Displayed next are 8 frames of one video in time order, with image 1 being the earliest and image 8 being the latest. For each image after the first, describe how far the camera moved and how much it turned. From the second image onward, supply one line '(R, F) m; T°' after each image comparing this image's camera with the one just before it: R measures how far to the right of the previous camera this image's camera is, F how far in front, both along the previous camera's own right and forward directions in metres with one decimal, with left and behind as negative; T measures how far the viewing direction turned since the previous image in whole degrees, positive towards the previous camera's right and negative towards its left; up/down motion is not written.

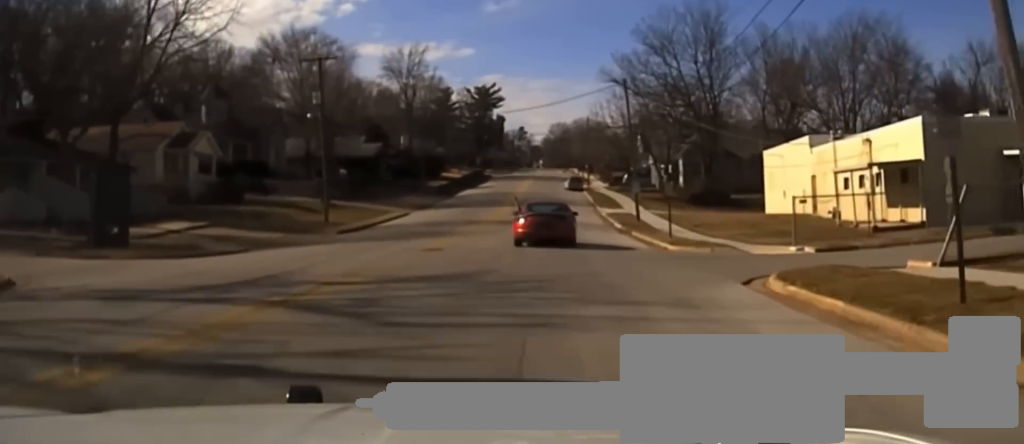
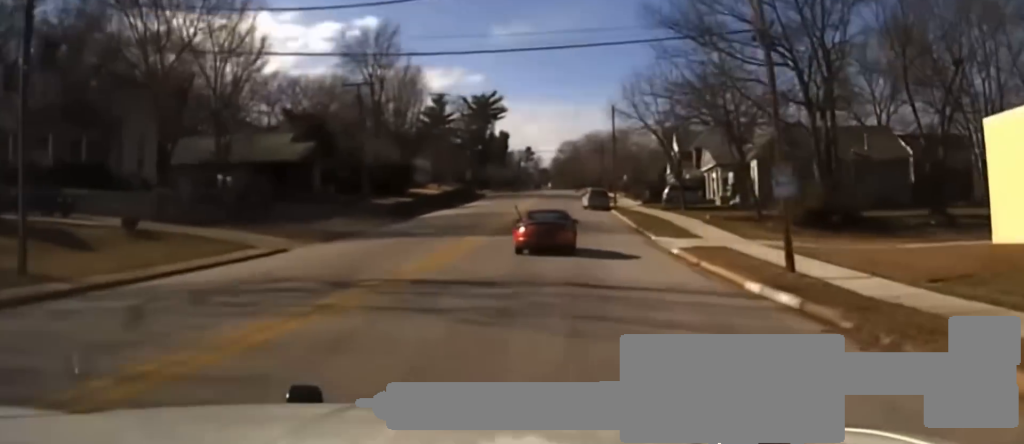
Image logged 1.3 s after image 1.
(-0.2, +30.7) m; 0°
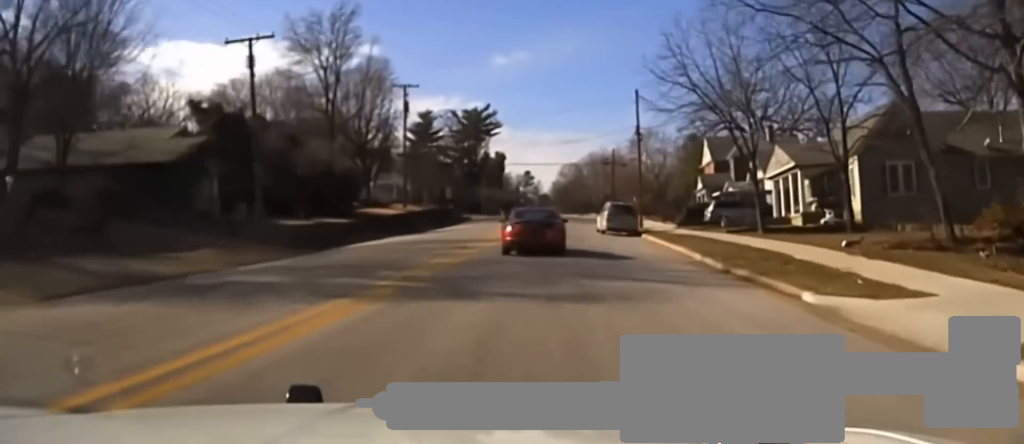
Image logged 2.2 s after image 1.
(+0.2, +21.5) m; 0°
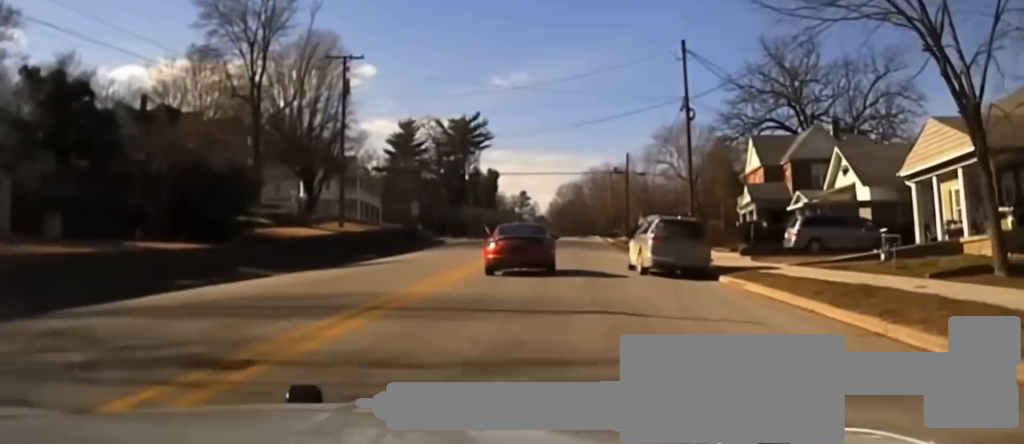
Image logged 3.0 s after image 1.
(-0.4, +20.9) m; 0°
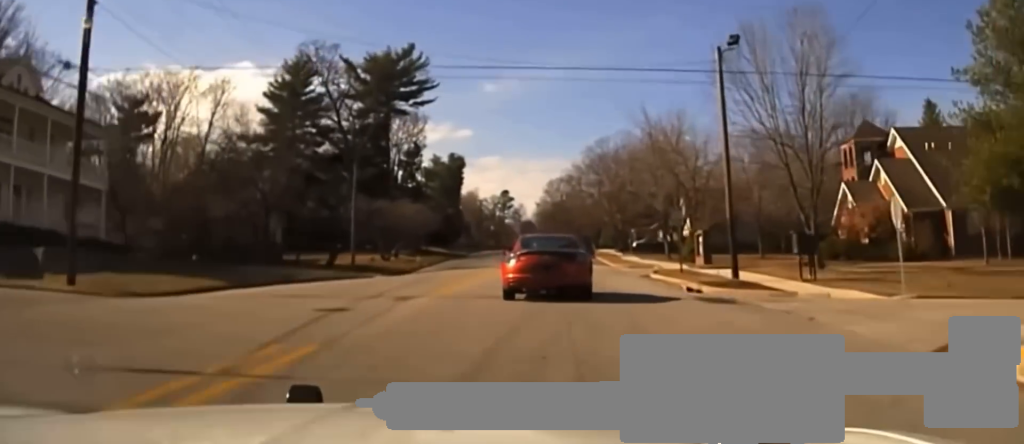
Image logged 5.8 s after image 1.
(+1.5, +72.2) m; +1°
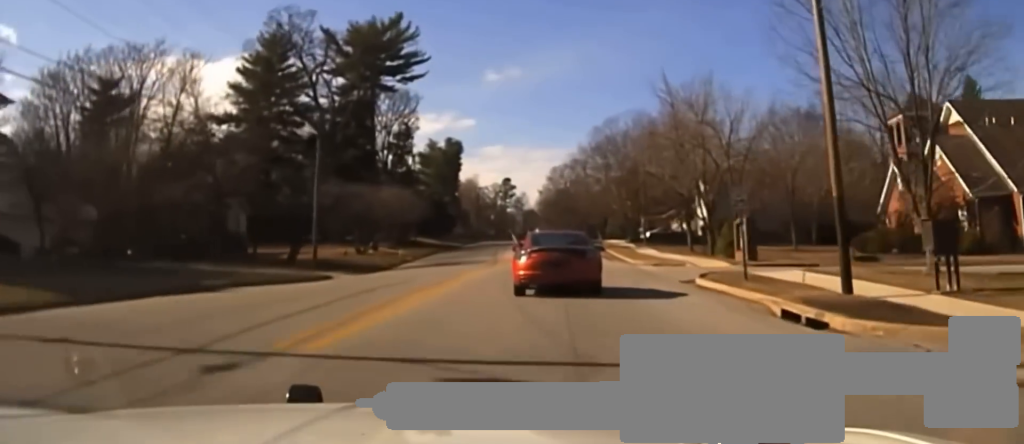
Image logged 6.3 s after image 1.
(0.0, +10.6) m; 0°
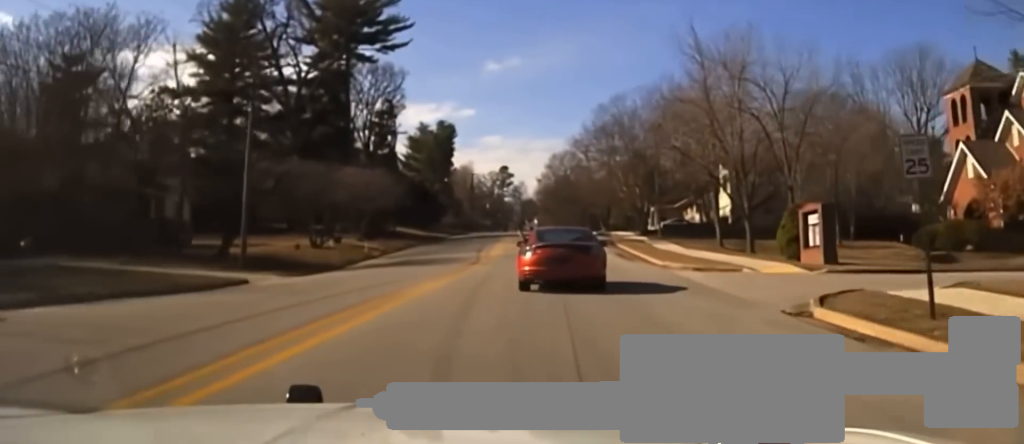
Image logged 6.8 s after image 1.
(+0.1, +11.1) m; -1°
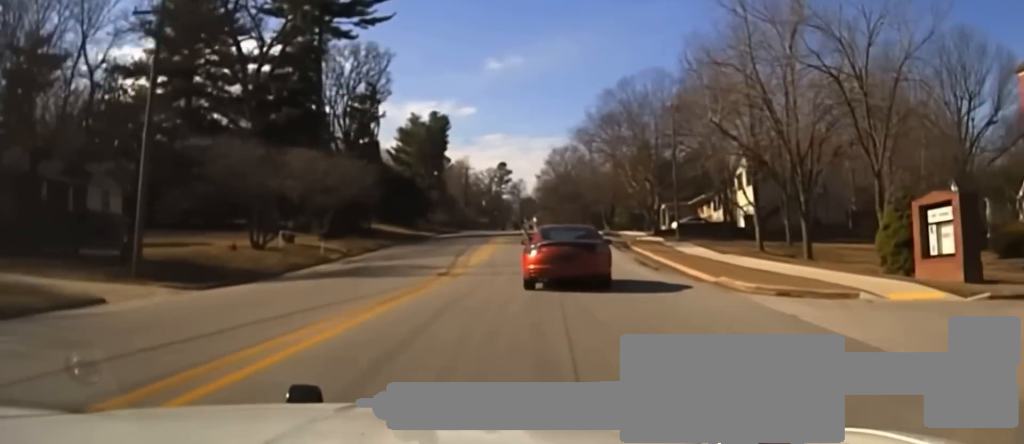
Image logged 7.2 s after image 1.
(-0.1, +9.7) m; 0°
